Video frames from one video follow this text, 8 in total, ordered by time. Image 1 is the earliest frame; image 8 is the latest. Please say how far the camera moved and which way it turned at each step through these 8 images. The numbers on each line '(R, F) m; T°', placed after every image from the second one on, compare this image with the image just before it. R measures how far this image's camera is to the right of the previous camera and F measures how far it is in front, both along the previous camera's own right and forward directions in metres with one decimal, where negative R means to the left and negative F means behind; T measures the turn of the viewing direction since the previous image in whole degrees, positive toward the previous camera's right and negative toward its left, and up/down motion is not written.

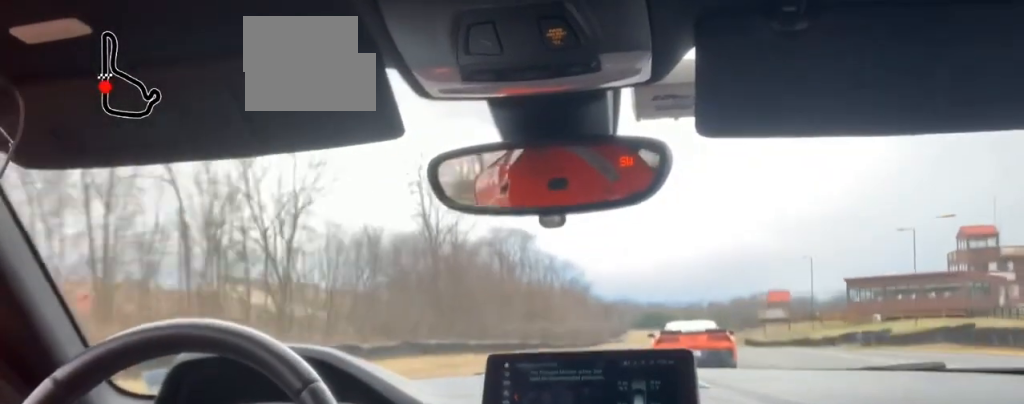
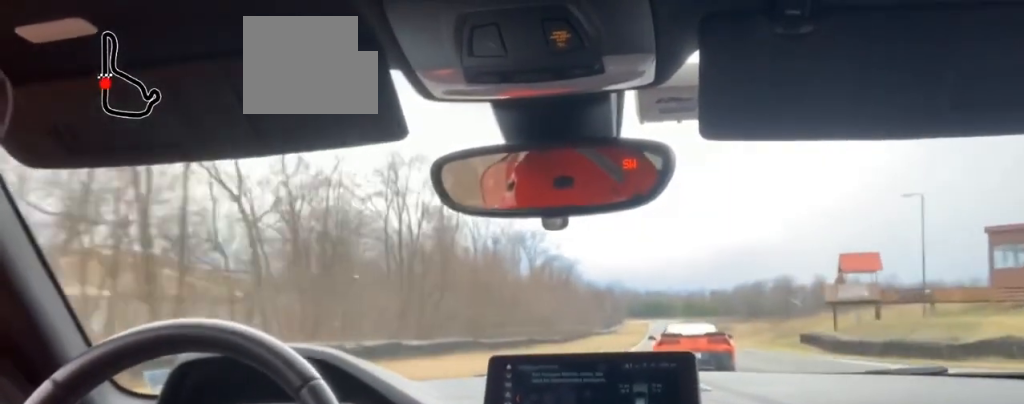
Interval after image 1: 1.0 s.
(-0.3, +47.5) m; 0°
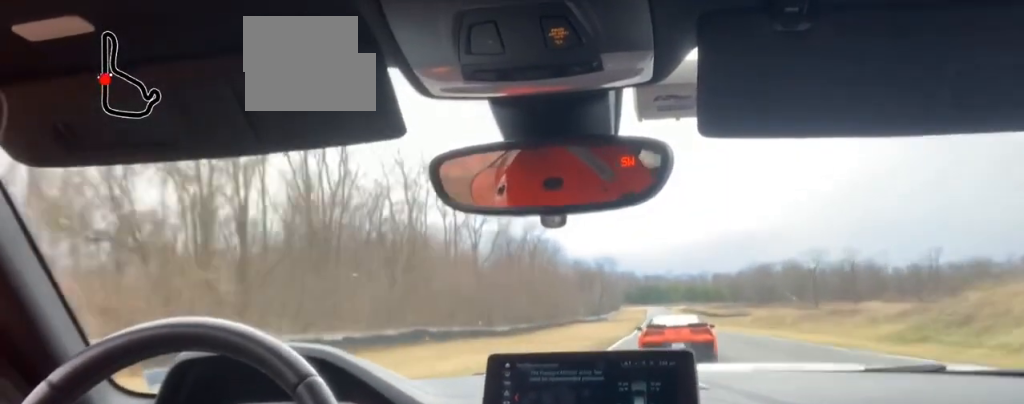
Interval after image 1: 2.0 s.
(+0.1, +52.2) m; 0°
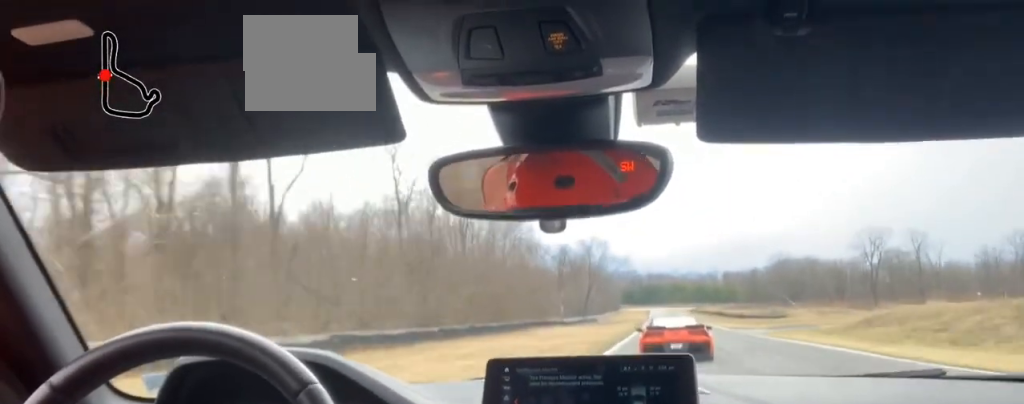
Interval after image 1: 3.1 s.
(+0.2, +60.2) m; 0°
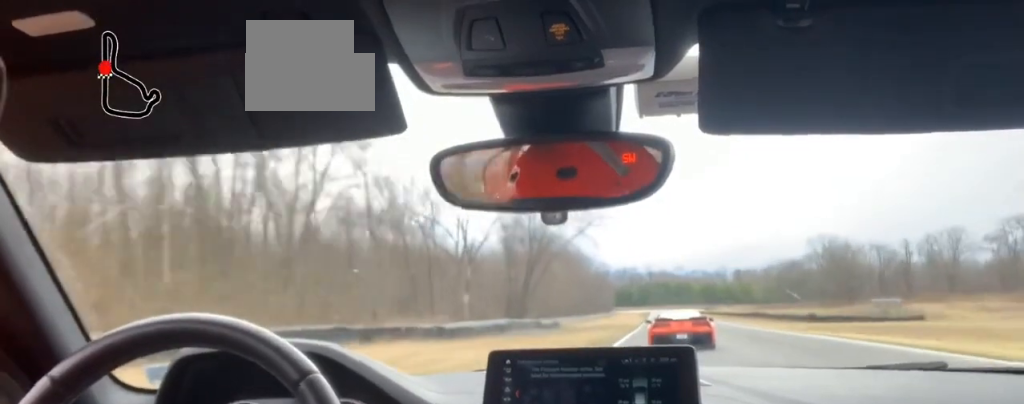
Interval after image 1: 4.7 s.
(-0.7, +95.9) m; 0°
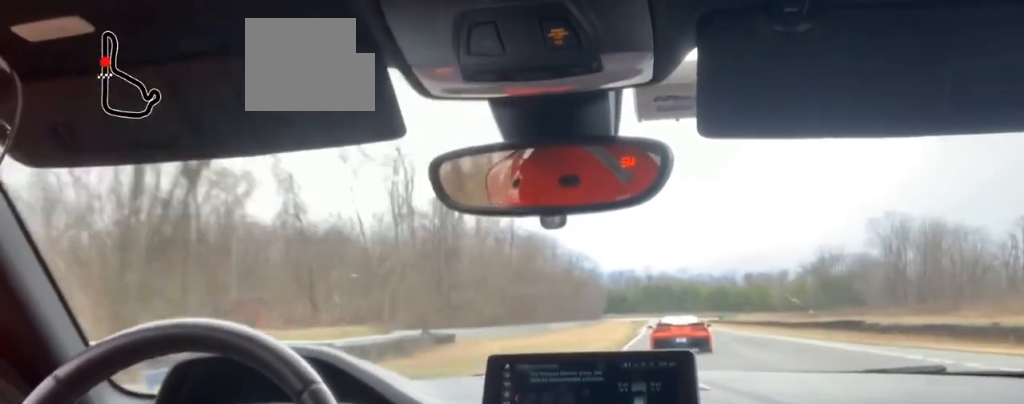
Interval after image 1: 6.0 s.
(+0.2, +79.1) m; 0°
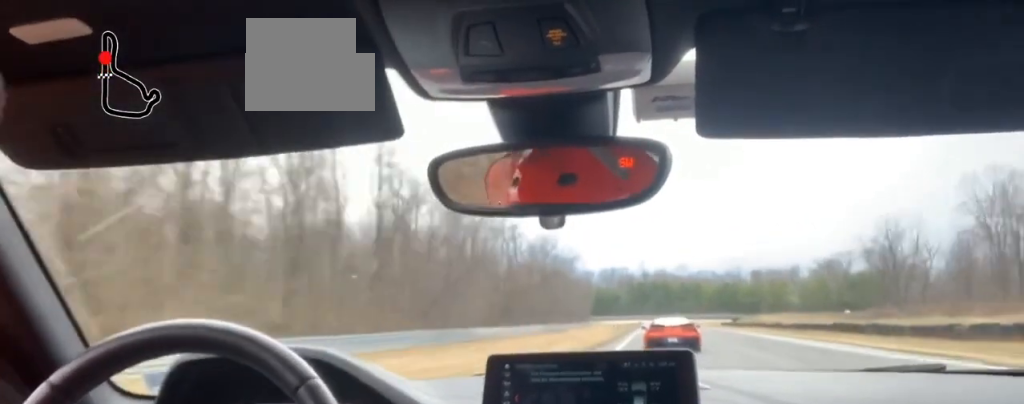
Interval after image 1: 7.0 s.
(-0.1, +59.6) m; 0°
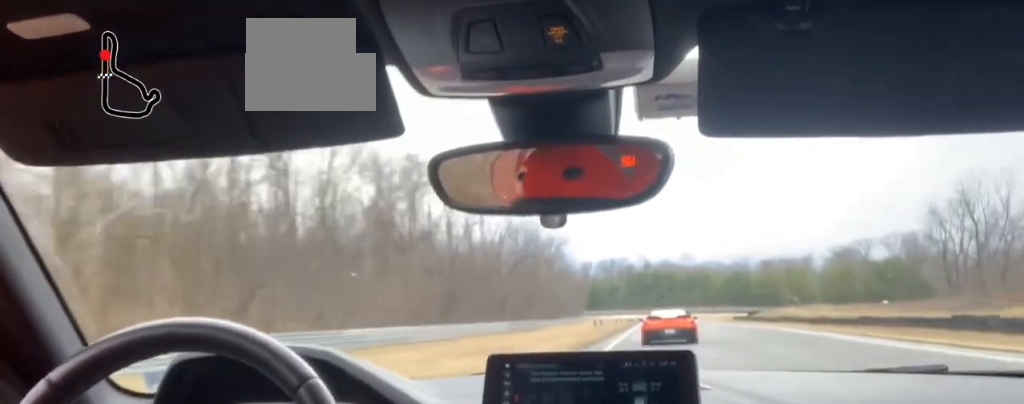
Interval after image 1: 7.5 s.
(0.0, +31.1) m; 0°
